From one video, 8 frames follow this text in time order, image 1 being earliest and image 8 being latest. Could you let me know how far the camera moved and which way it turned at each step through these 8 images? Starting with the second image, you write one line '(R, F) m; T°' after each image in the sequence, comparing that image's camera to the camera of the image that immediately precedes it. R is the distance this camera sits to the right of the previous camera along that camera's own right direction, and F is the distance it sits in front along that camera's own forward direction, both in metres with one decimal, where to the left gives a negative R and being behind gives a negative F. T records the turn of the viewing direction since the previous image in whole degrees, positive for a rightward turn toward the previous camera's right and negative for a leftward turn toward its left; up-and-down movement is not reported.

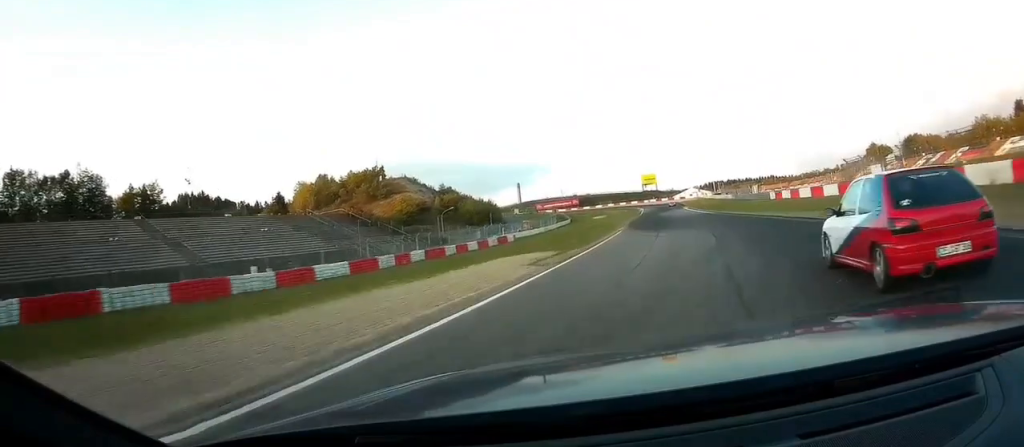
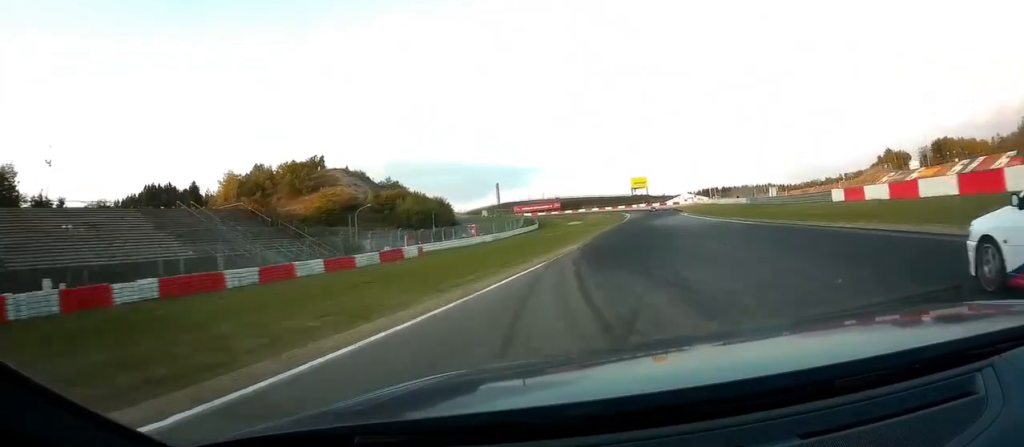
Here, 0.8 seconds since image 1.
(-0.2, +34.2) m; 0°
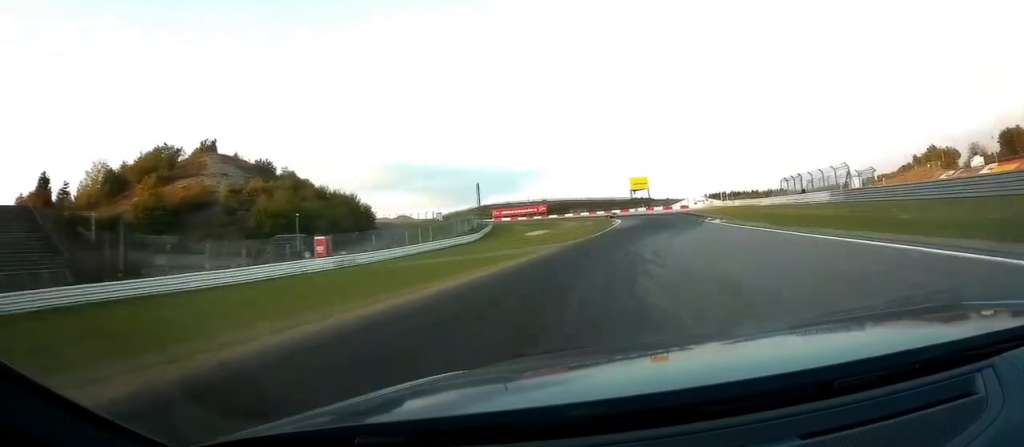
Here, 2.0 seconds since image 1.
(-0.1, +44.6) m; -1°
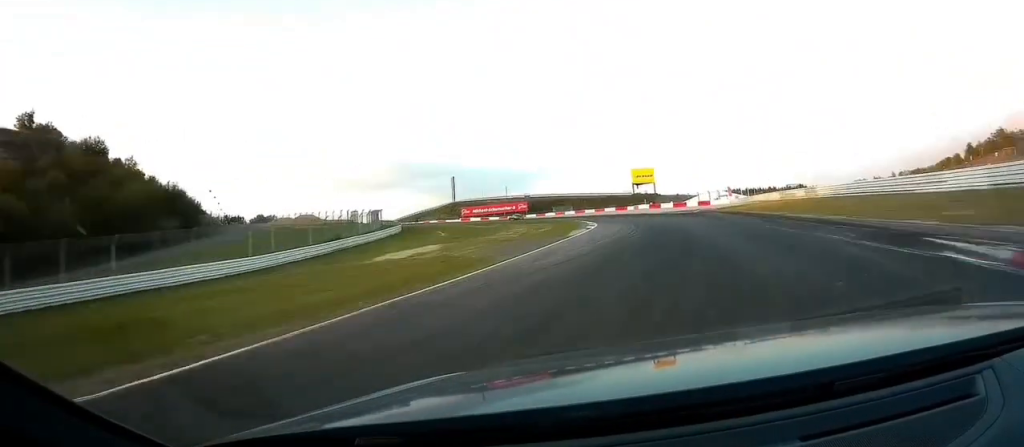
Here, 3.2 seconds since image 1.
(-1.0, +44.8) m; -5°
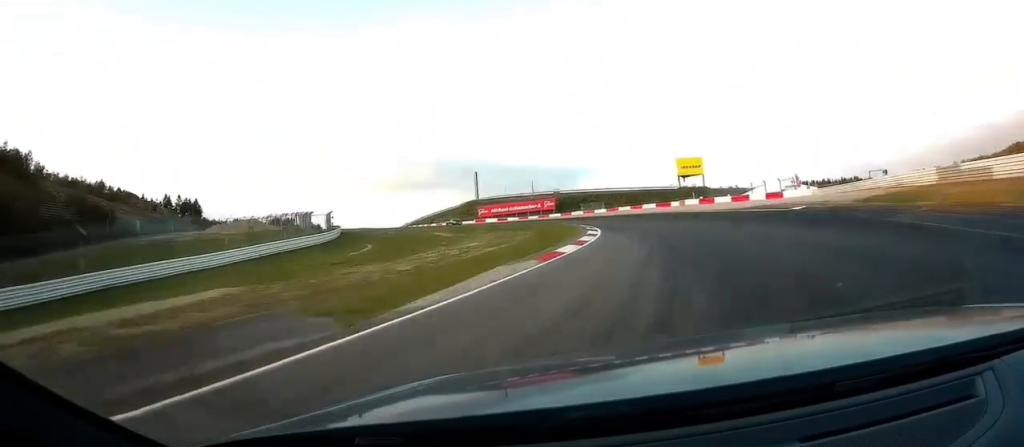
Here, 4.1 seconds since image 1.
(-1.7, +28.7) m; -9°
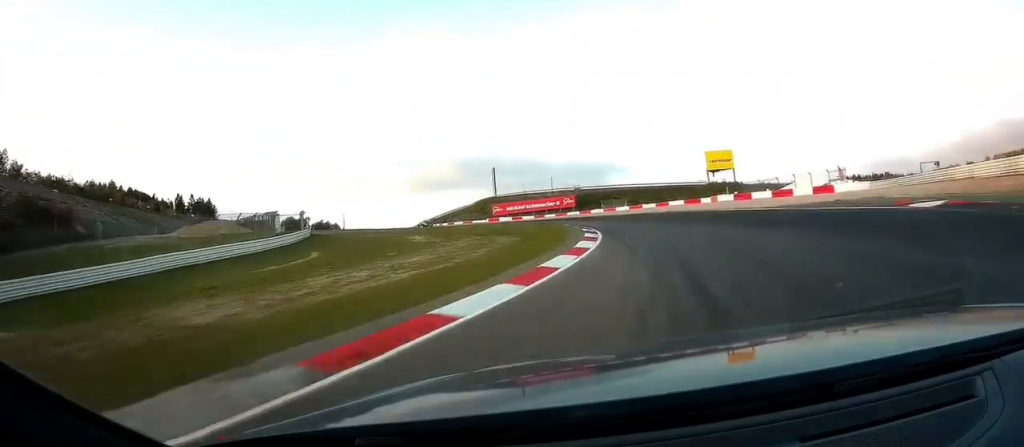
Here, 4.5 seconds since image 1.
(+0.1, +12.9) m; -5°
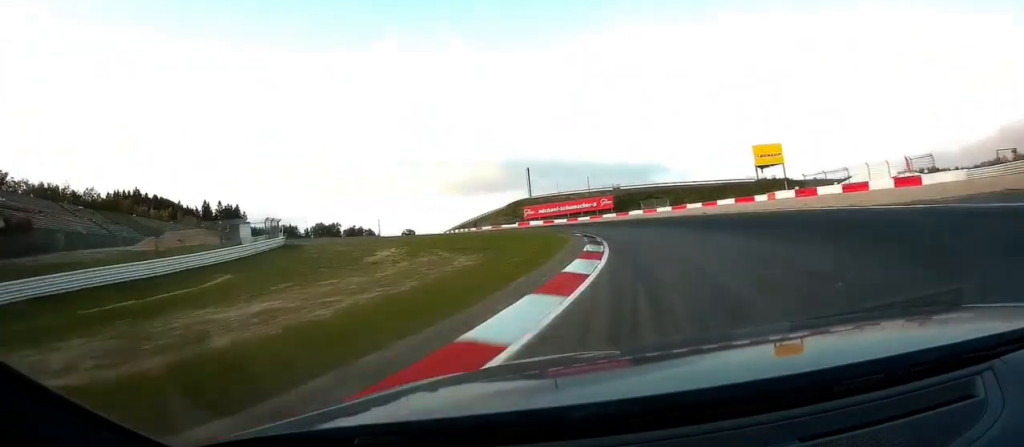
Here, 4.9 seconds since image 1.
(-1.6, +14.5) m; -8°
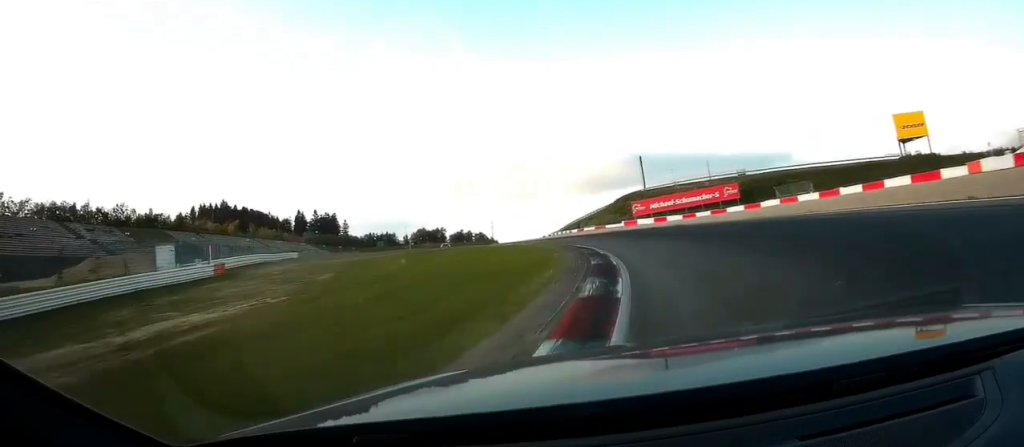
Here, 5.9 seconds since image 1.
(-4.4, +29.6) m; -16°
